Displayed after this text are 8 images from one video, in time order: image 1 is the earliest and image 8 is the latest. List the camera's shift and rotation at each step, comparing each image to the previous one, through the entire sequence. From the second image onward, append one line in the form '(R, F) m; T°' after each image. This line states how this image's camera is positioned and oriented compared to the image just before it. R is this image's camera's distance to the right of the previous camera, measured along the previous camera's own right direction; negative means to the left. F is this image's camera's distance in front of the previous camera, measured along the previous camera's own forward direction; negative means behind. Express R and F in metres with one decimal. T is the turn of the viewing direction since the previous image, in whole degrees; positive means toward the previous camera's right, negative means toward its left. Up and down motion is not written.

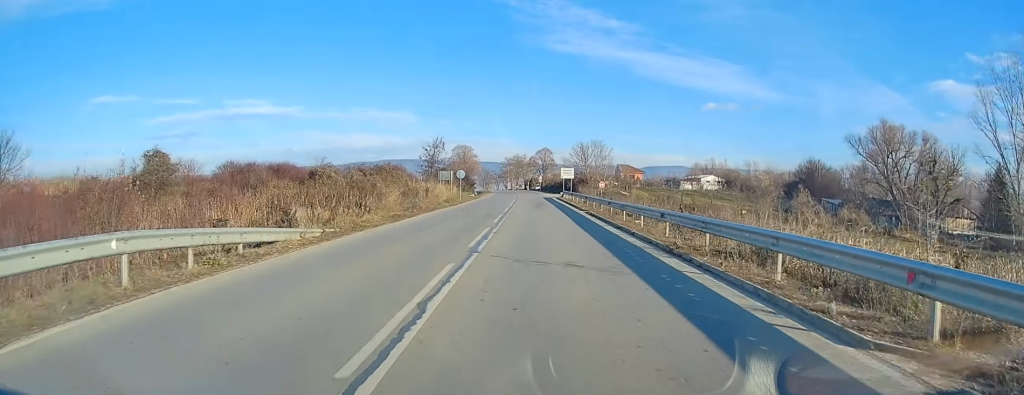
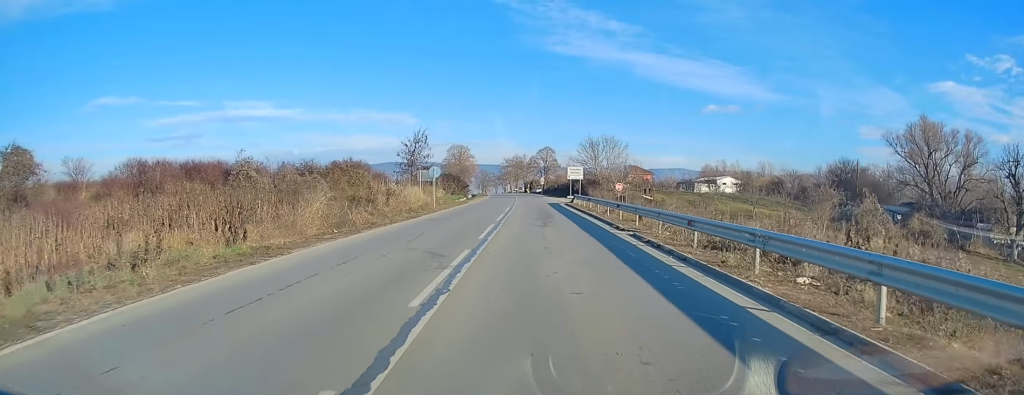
(0.0, +14.8) m; 0°
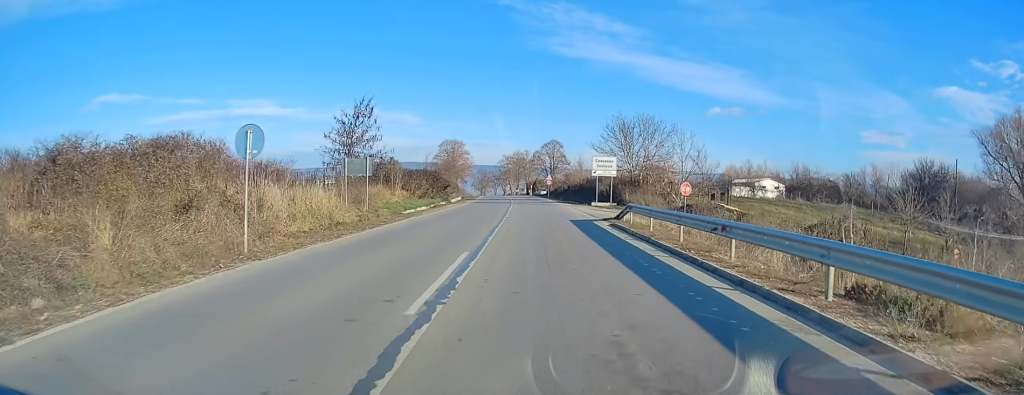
(0.0, +26.4) m; 0°
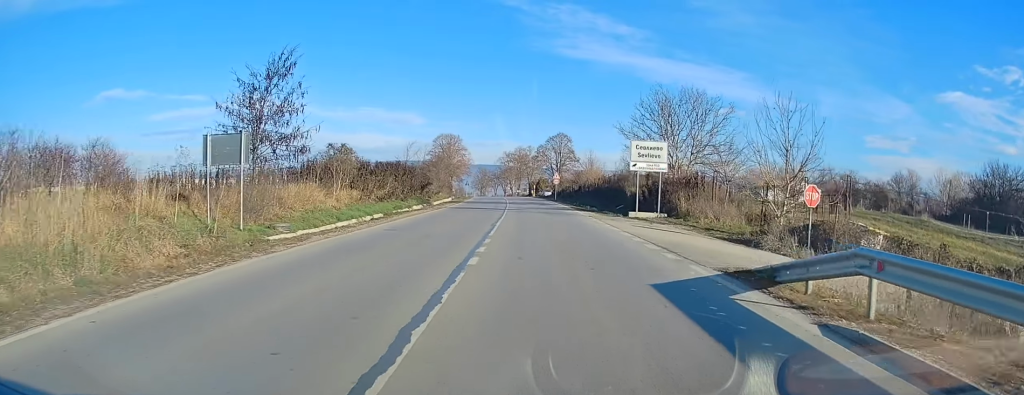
(-0.1, +16.8) m; 0°
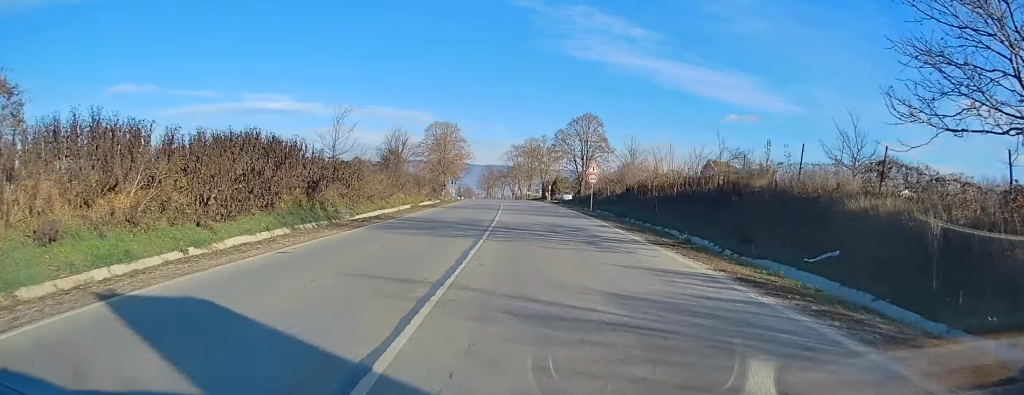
(0.0, +32.7) m; -1°
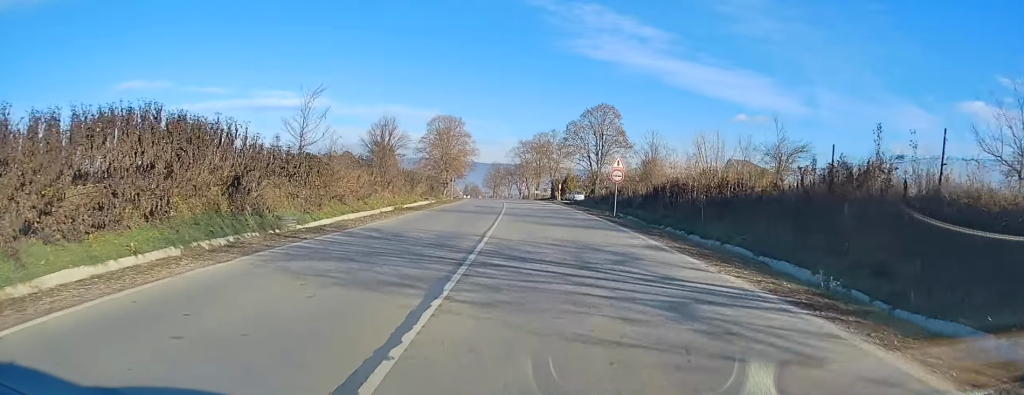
(-0.1, +8.2) m; 0°
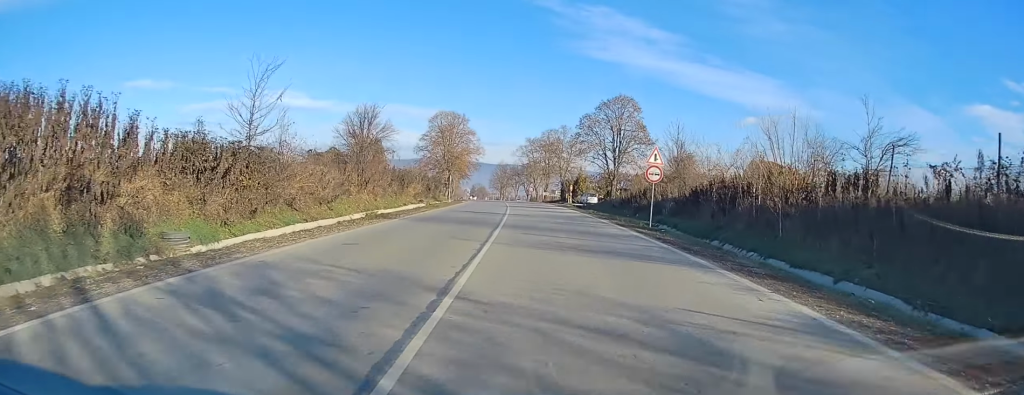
(-0.1, +8.2) m; 0°
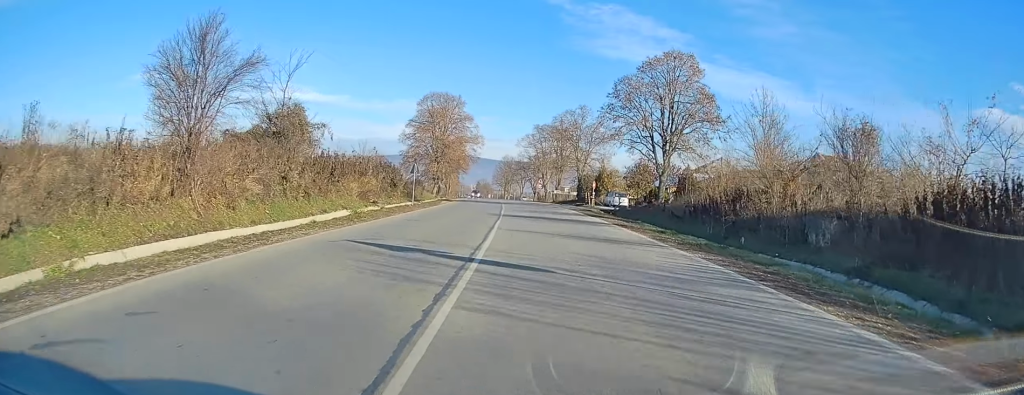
(0.0, +21.0) m; -1°
